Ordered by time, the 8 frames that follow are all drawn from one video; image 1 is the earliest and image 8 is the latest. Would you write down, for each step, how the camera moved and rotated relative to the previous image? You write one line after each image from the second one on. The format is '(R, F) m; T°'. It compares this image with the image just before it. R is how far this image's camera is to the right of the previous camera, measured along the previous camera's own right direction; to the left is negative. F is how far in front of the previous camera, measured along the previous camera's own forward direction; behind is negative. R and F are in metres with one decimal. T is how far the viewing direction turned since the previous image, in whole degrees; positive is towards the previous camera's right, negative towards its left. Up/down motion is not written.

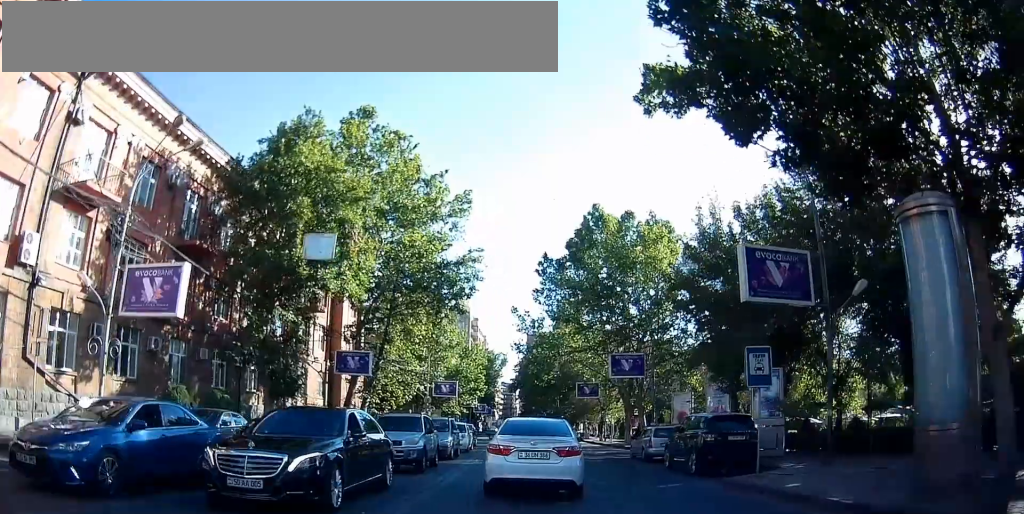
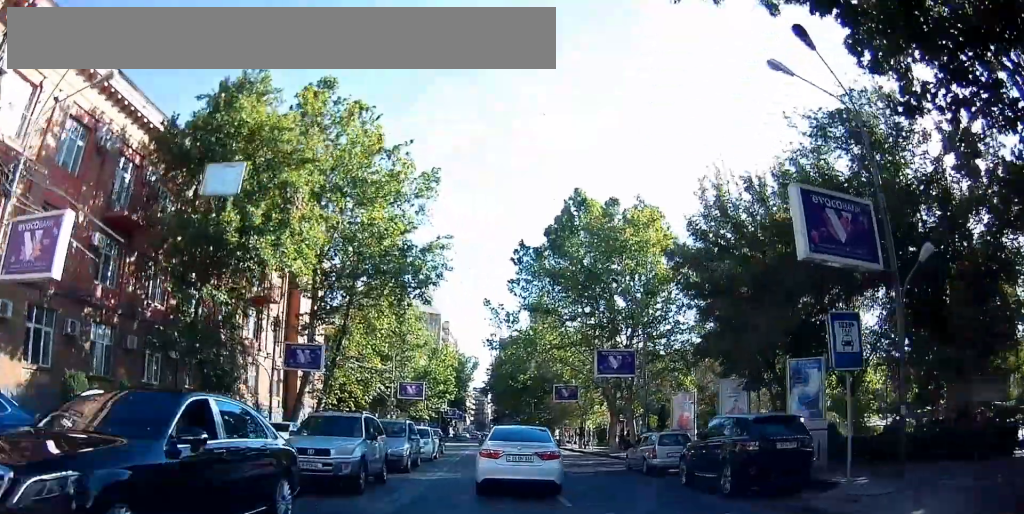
(+0.2, +4.2) m; +3°
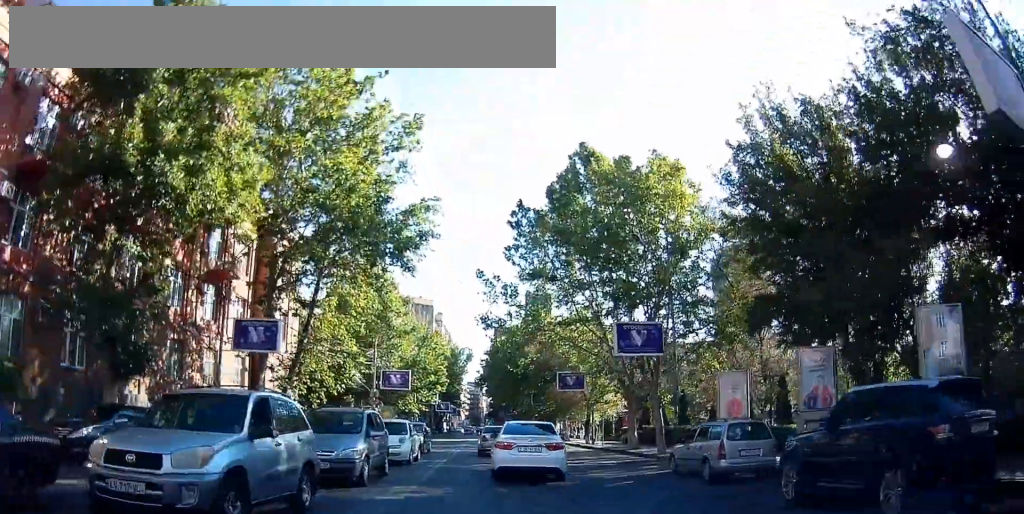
(+0.1, +5.8) m; +1°
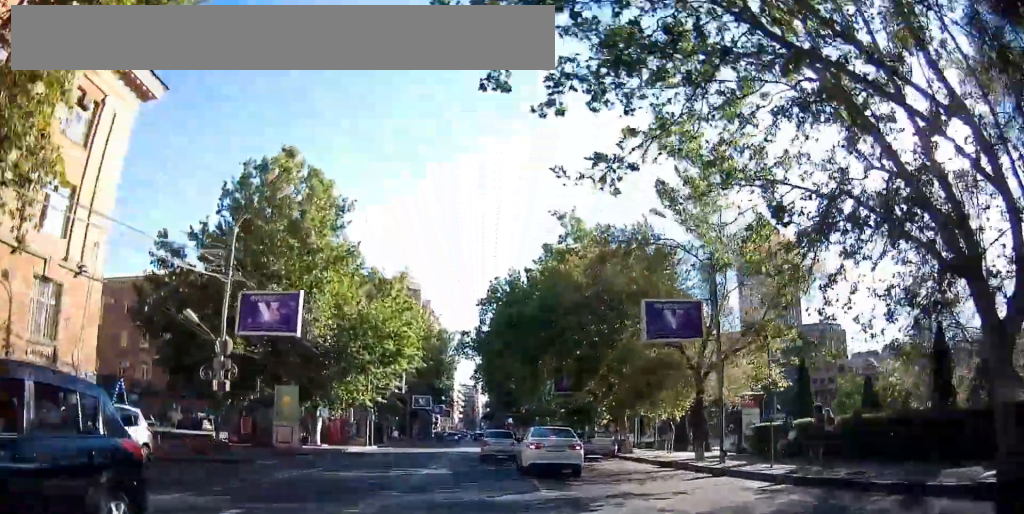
(+1.0, +26.1) m; +5°
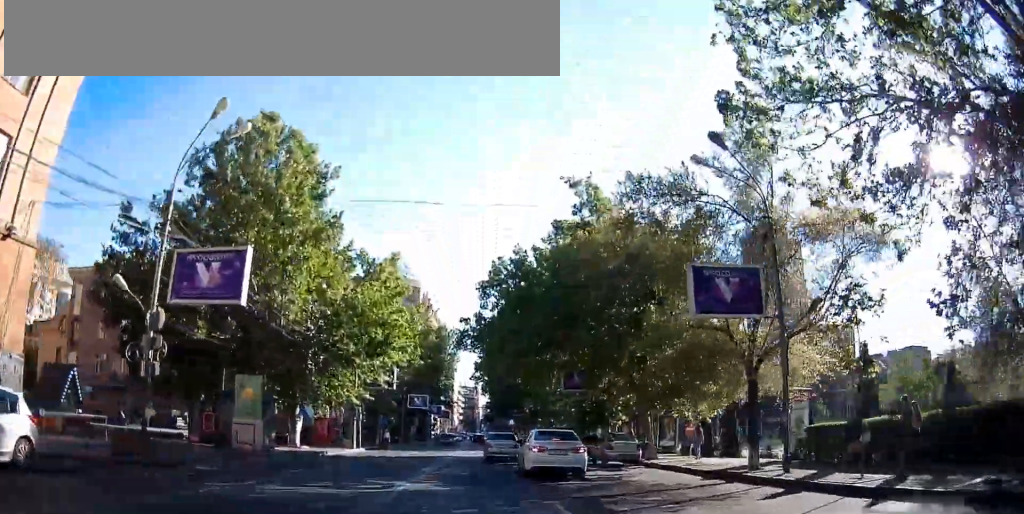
(+0.2, +5.7) m; 0°
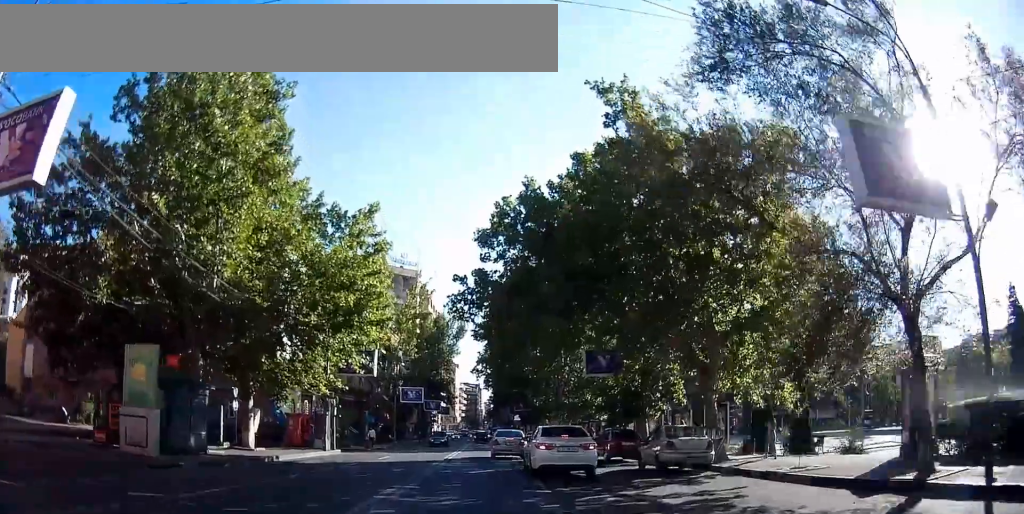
(-0.2, +10.5) m; -1°
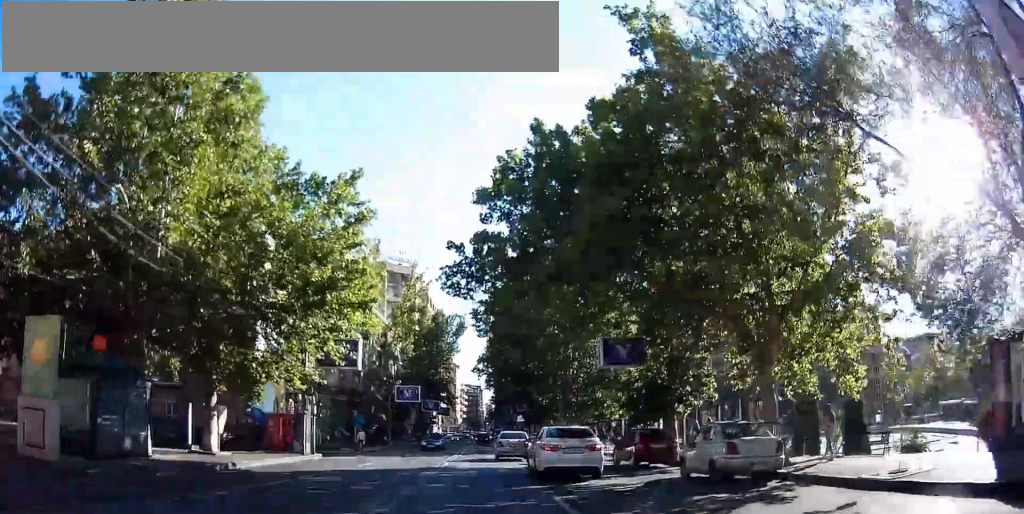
(-0.1, +5.9) m; -1°
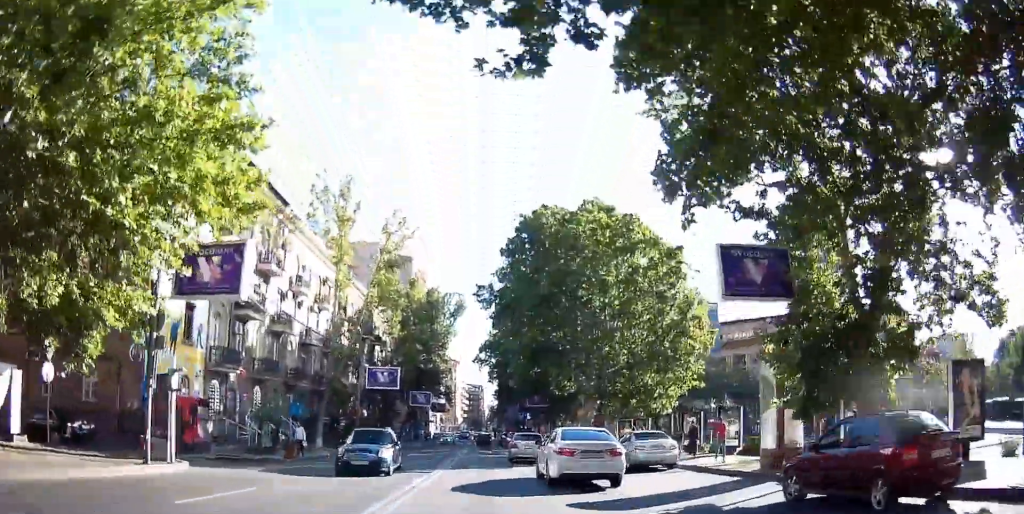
(0.0, +13.9) m; 0°
